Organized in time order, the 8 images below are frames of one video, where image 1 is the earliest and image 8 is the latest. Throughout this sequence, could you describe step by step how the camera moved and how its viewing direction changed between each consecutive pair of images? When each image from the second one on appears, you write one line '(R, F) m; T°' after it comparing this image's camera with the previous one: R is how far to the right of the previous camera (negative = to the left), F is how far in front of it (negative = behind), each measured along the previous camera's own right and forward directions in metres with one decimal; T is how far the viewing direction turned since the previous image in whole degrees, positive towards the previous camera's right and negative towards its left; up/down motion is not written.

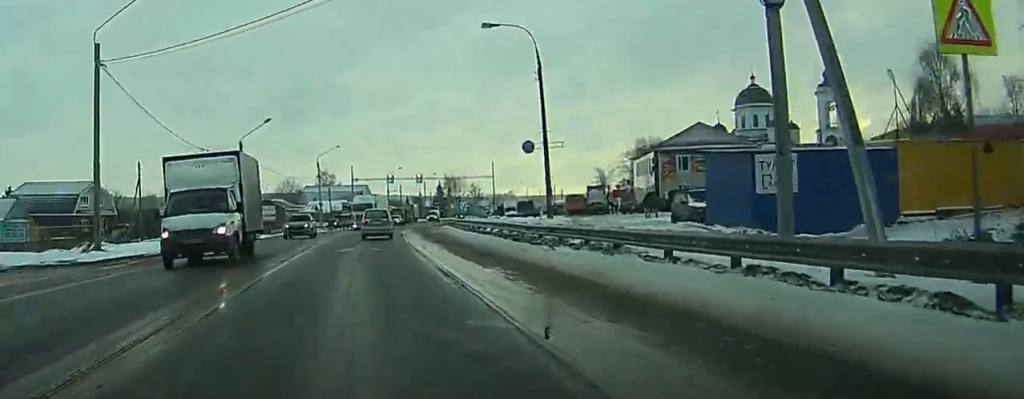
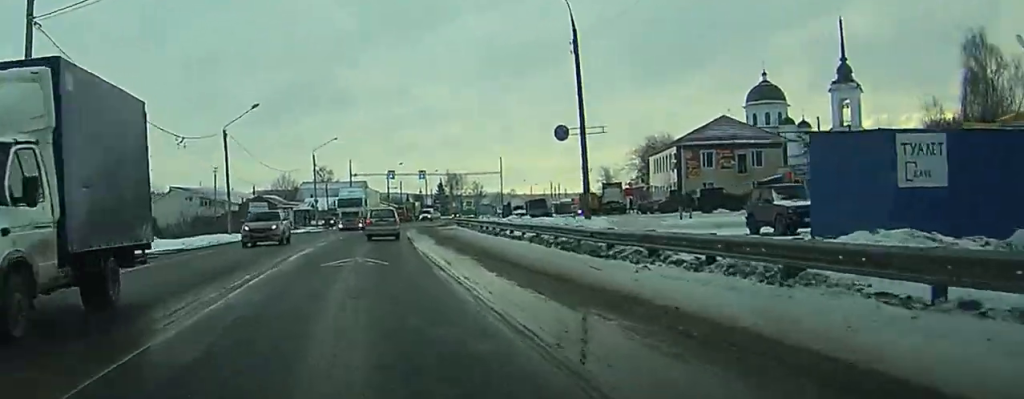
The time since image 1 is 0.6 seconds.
(0.0, +8.1) m; 0°
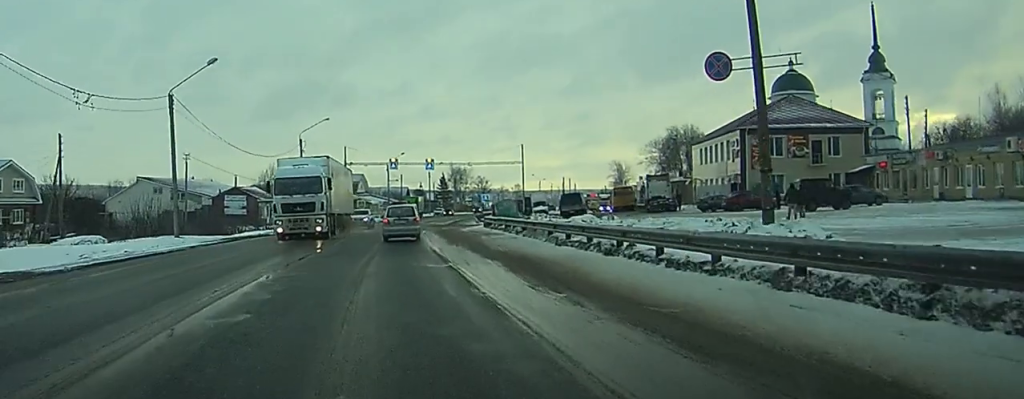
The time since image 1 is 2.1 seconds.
(+0.1, +18.0) m; 0°
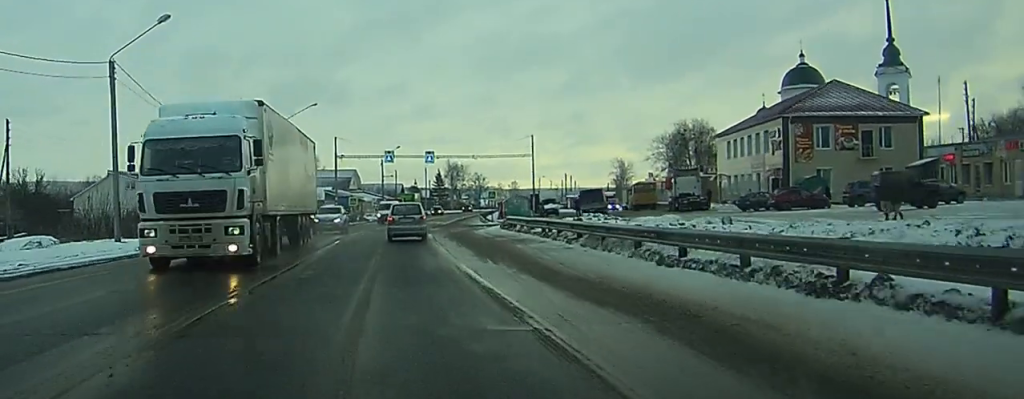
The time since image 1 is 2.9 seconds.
(0.0, +10.2) m; +1°
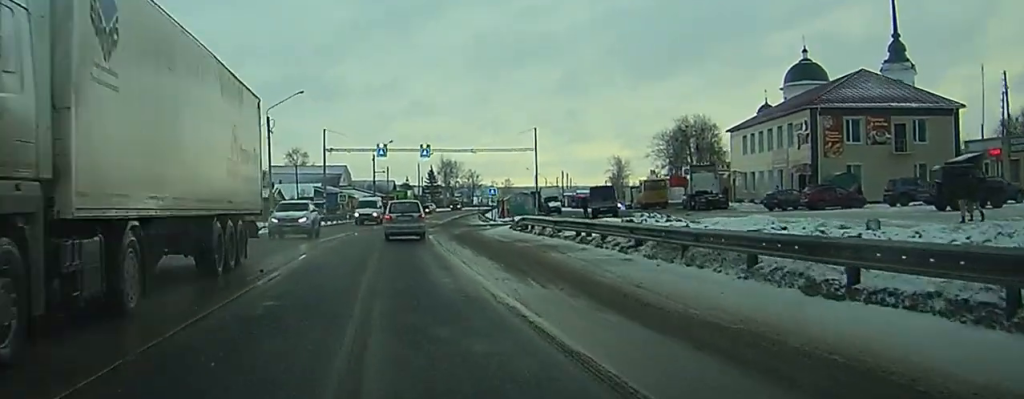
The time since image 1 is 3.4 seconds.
(+0.1, +6.4) m; +1°
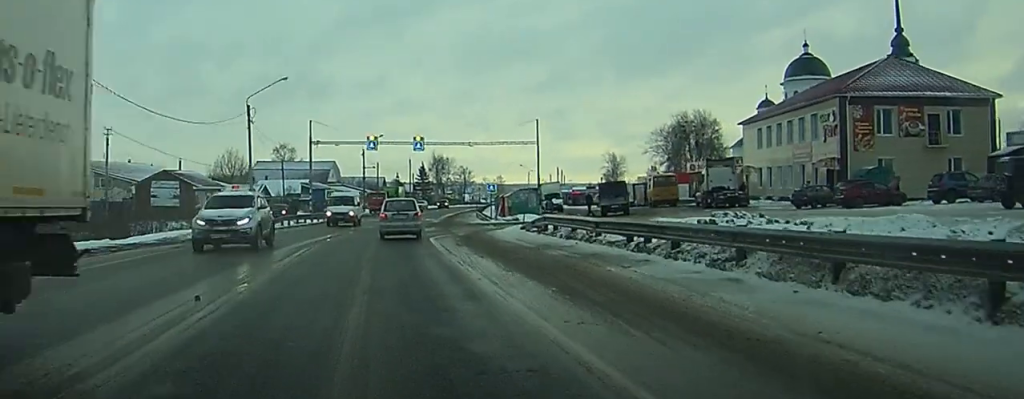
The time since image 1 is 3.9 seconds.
(+0.1, +5.9) m; +1°
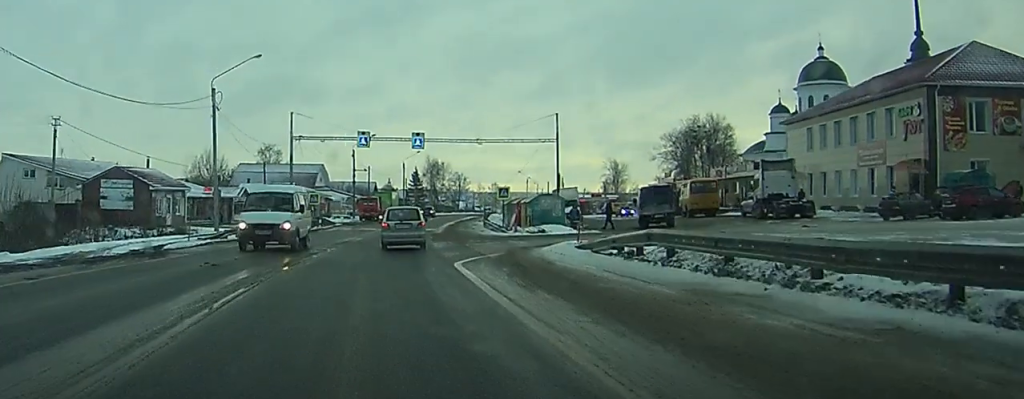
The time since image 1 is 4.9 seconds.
(0.0, +11.6) m; +1°
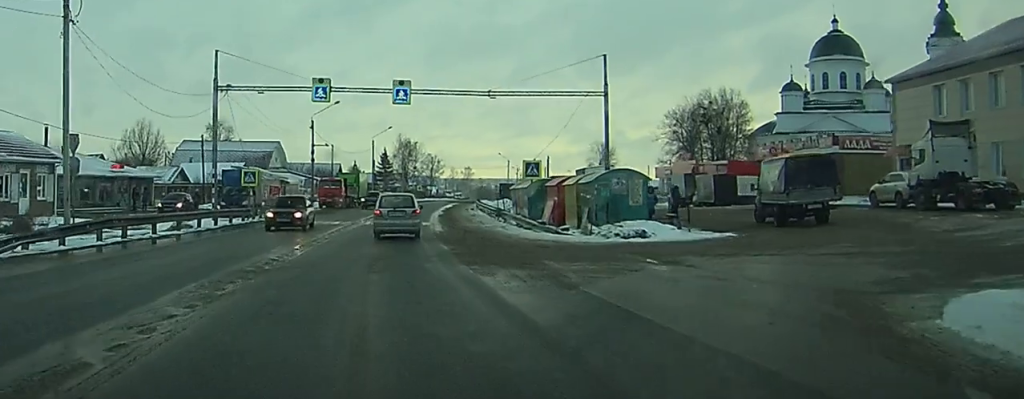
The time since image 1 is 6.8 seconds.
(+0.2, +21.5) m; +1°
